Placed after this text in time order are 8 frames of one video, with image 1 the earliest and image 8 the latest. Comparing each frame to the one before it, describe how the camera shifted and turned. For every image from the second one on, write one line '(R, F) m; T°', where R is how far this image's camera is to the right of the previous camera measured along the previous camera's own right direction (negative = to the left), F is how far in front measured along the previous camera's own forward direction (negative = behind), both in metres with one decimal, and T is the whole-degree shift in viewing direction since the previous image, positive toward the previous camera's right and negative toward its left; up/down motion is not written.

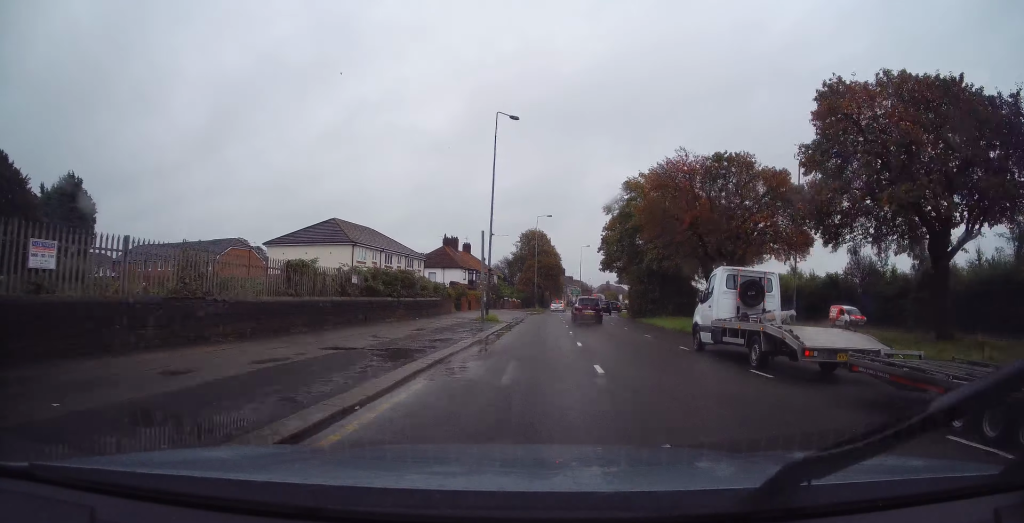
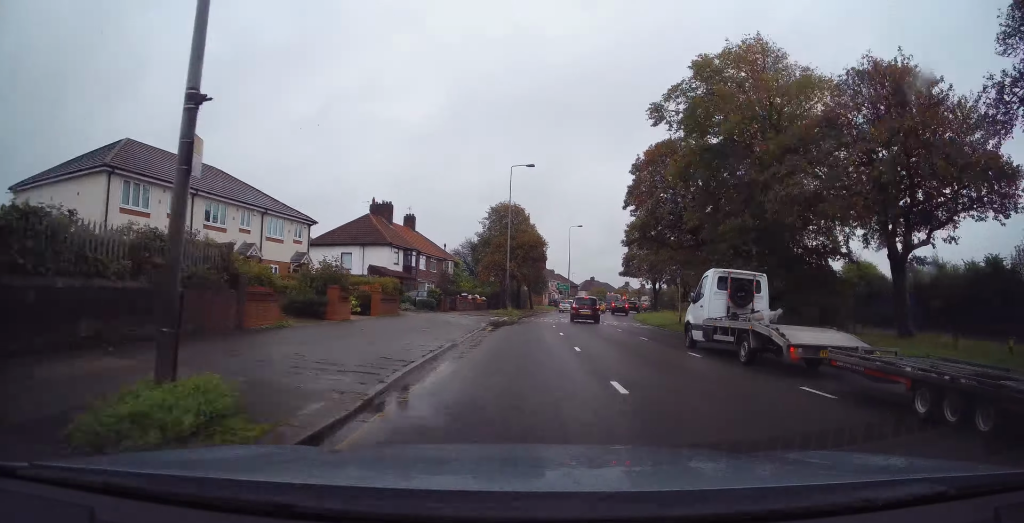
(+0.5, +26.0) m; +2°
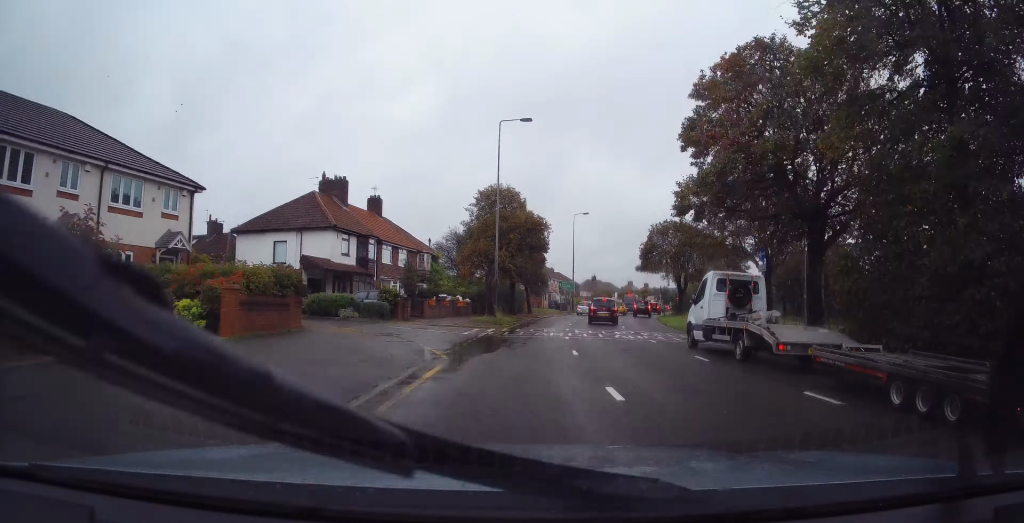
(+0.1, +12.6) m; 0°
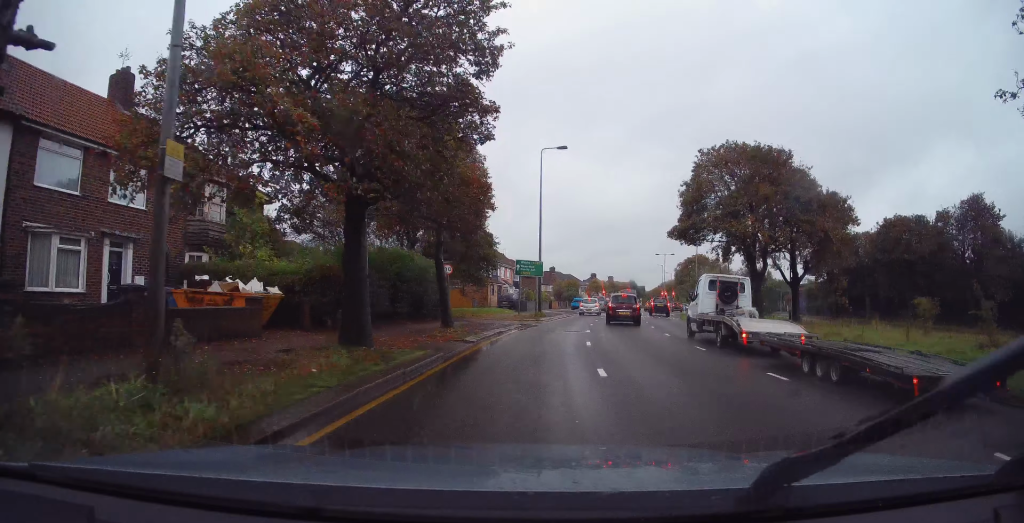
(+1.1, +28.3) m; +5°
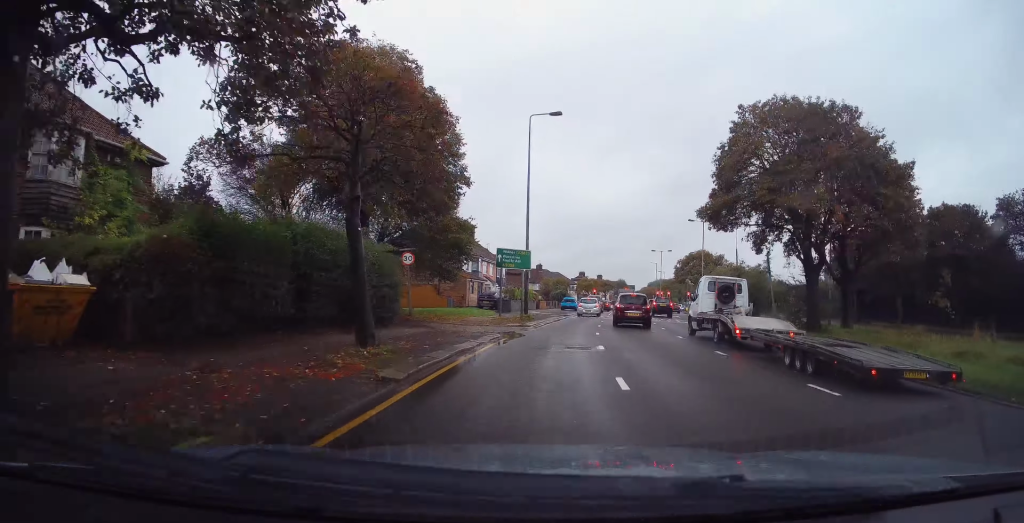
(0.0, +7.6) m; +1°
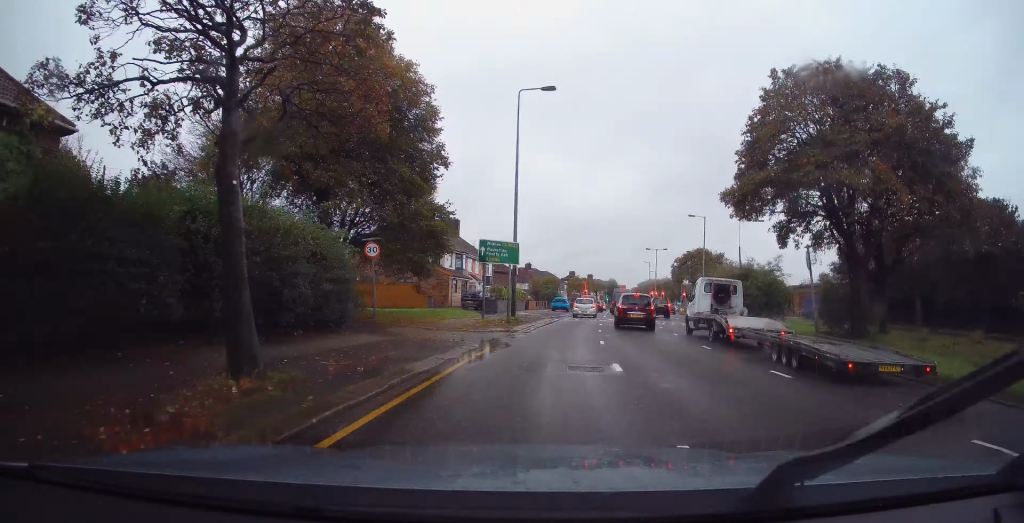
(+0.1, +4.2) m; +1°
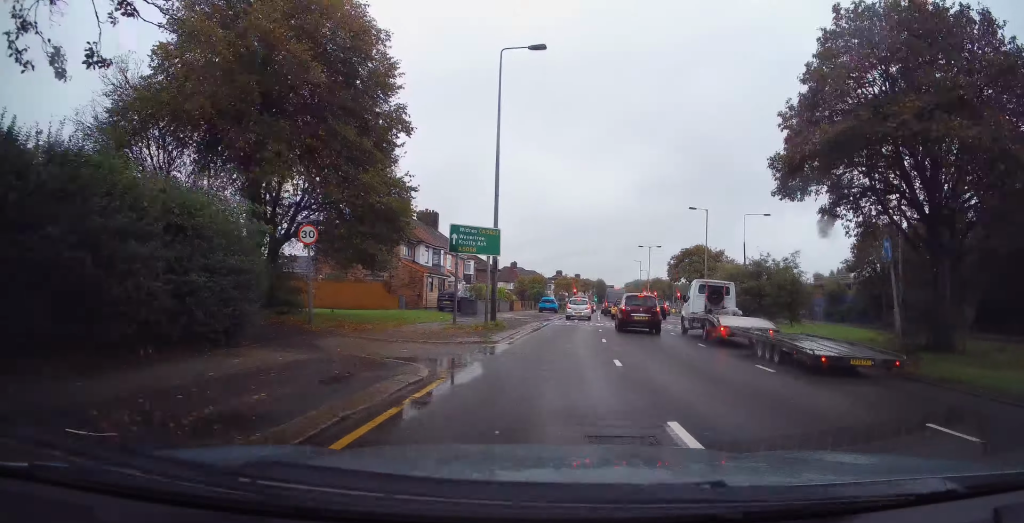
(+0.1, +5.2) m; +2°
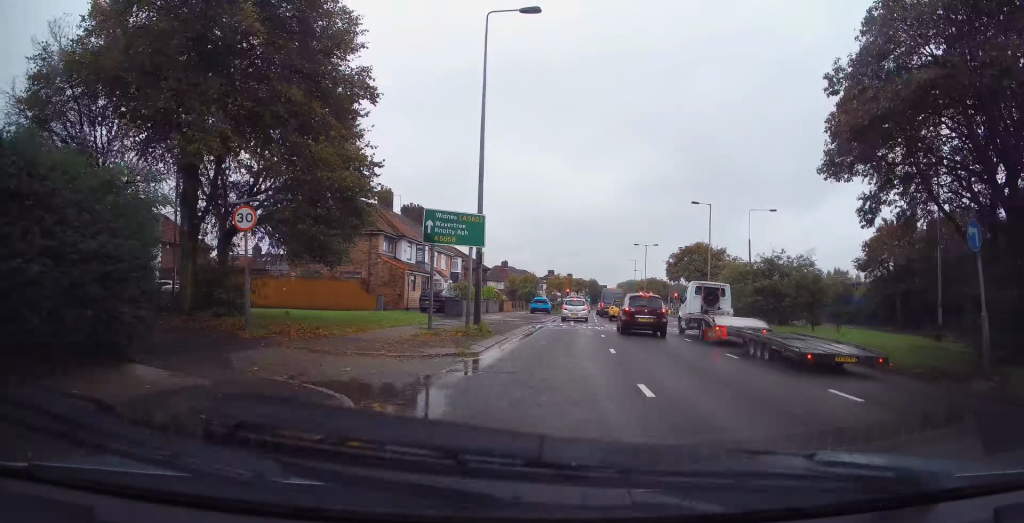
(+0.1, +3.3) m; +1°
